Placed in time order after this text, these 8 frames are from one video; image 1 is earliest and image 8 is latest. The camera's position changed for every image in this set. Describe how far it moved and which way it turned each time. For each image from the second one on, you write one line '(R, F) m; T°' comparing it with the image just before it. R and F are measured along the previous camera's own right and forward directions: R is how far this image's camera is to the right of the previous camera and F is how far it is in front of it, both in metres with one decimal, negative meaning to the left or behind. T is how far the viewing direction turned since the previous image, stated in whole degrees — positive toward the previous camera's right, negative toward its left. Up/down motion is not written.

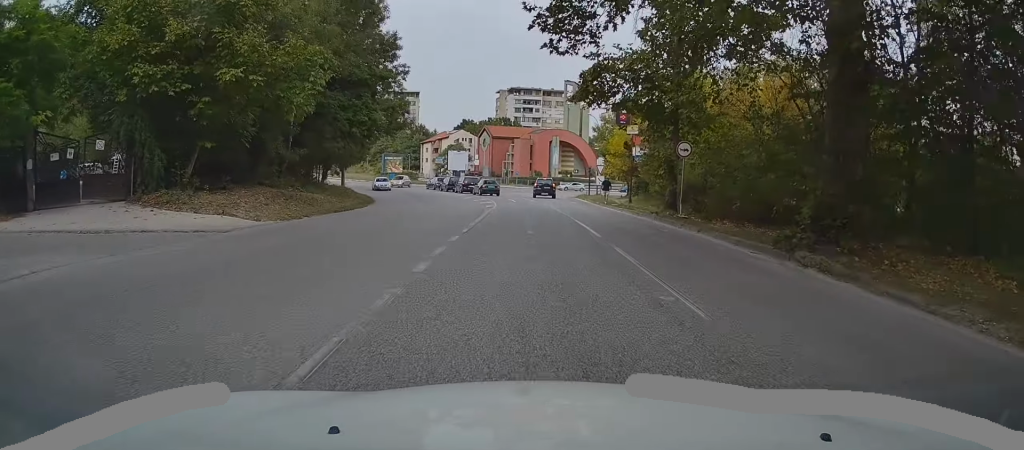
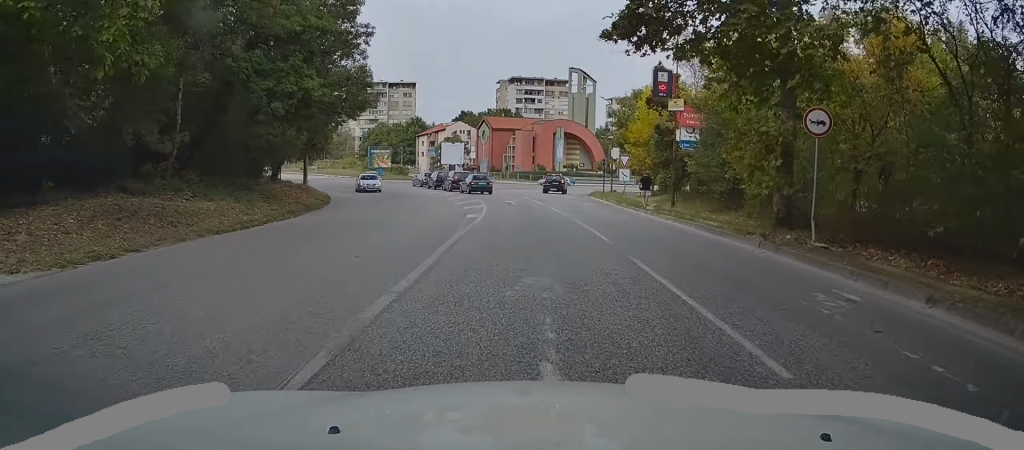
(0.0, +10.4) m; -1°
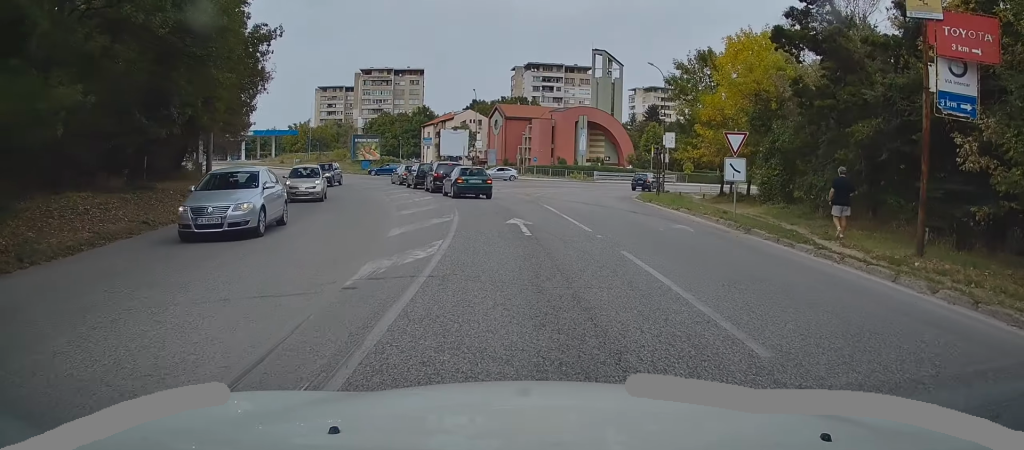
(0.0, +16.4) m; 0°
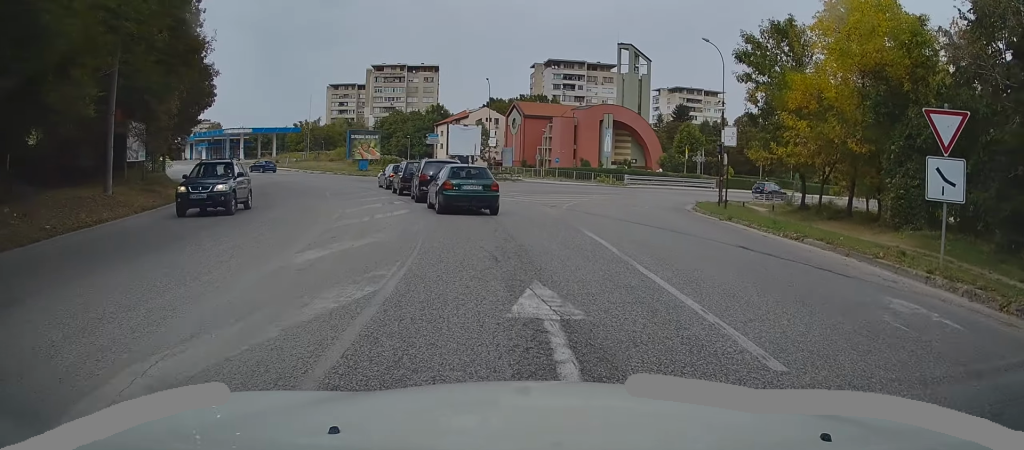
(-0.4, +8.8) m; -5°
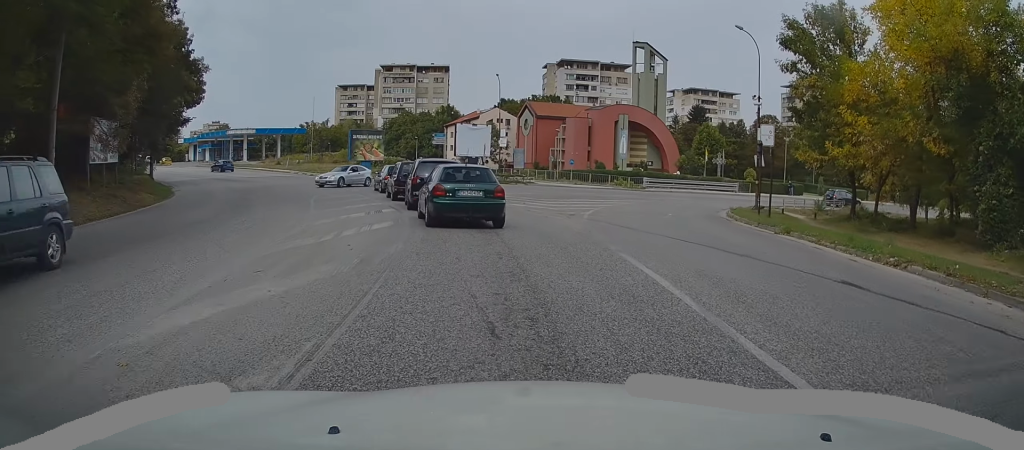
(0.0, +3.5) m; 0°
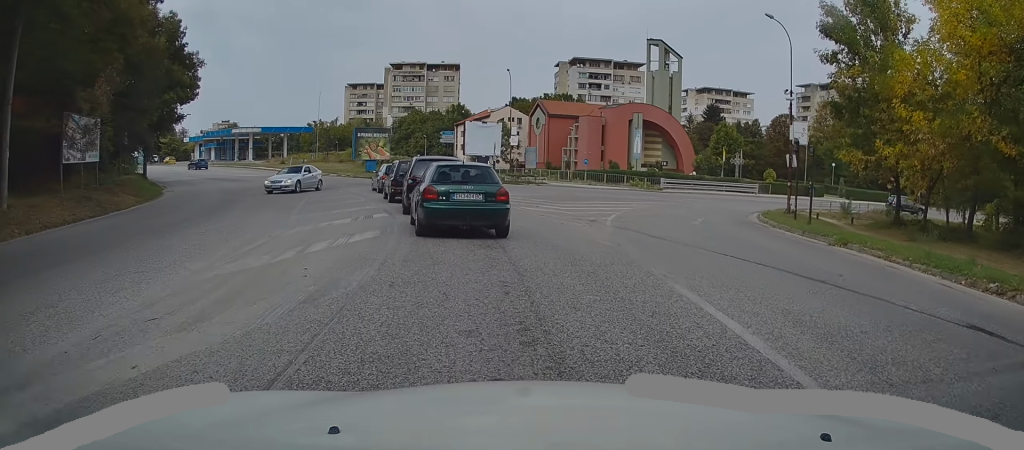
(0.0, +2.4) m; +1°
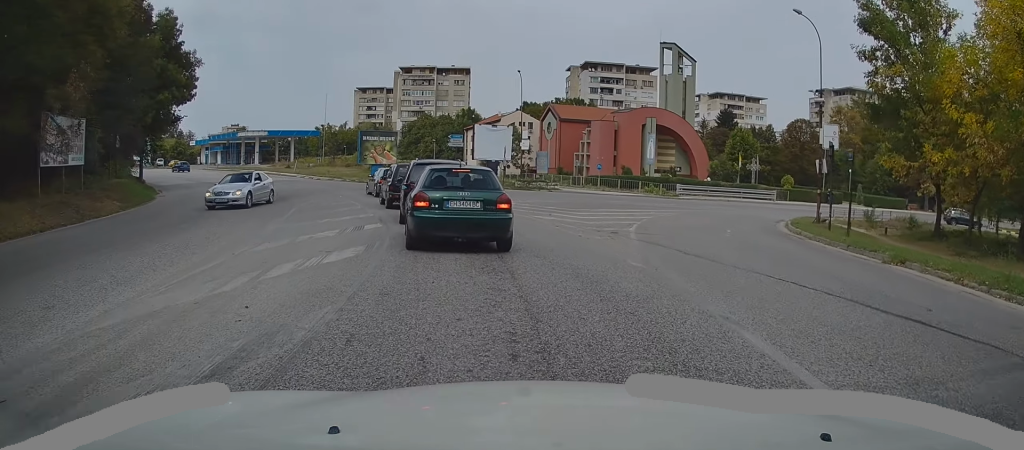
(0.0, +1.9) m; -1°
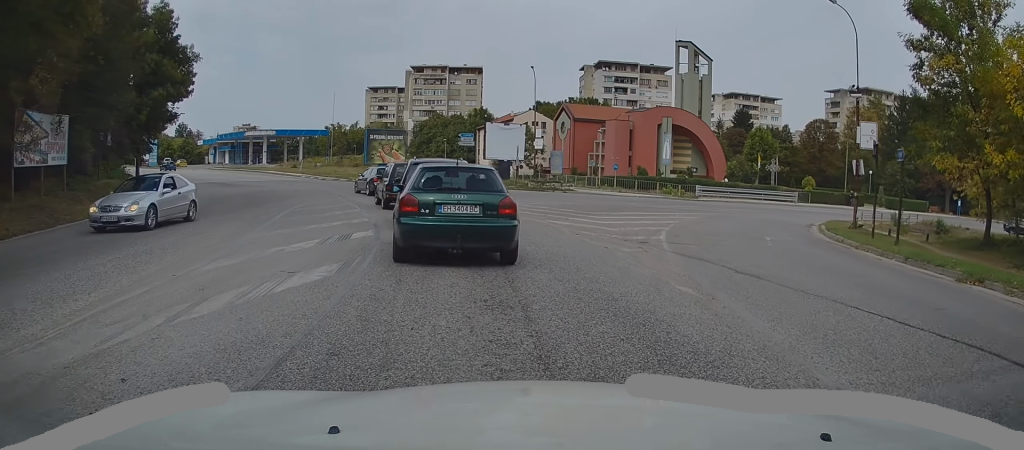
(0.0, +1.9) m; -2°
